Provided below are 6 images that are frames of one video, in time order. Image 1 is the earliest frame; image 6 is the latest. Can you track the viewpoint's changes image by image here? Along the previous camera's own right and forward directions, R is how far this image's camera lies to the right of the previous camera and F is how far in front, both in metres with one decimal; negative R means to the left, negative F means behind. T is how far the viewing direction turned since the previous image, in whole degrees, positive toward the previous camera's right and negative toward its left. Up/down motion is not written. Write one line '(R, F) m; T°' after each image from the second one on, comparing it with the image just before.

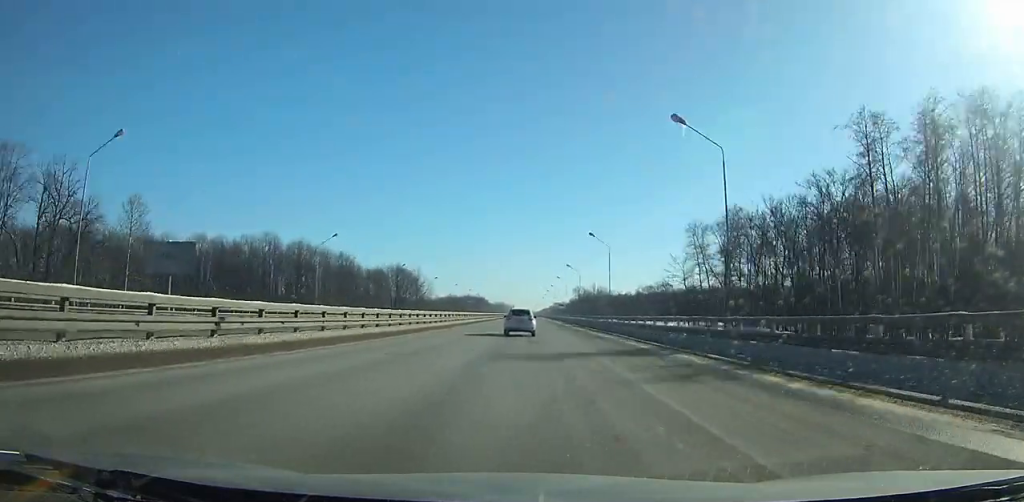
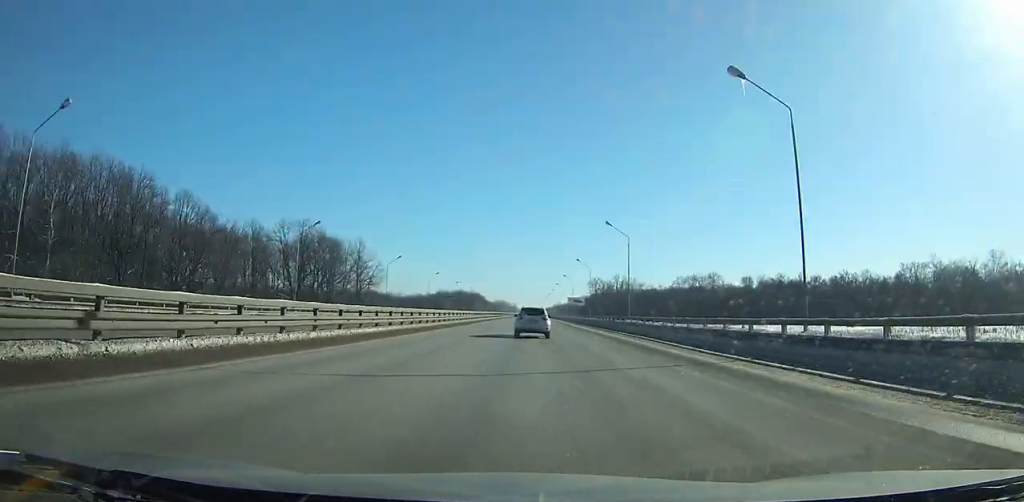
(-0.1, +85.3) m; 0°
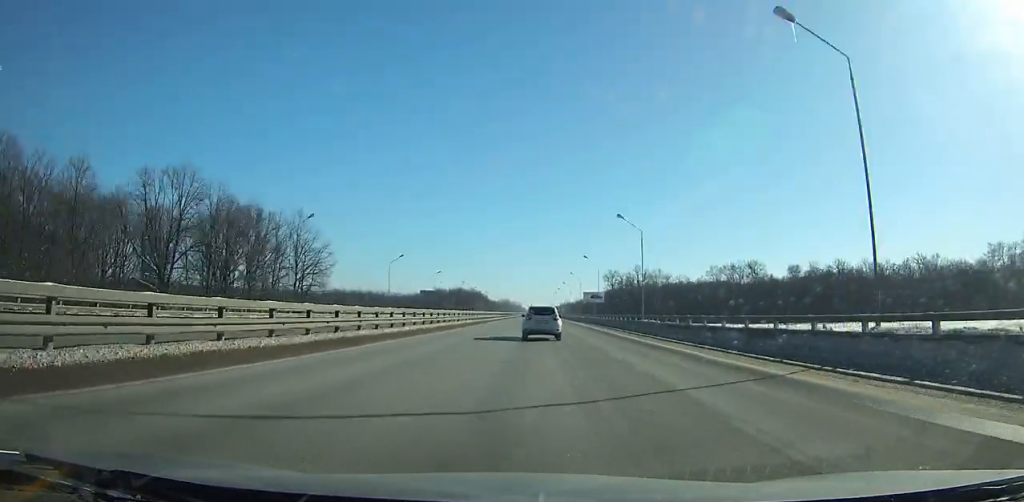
(-0.2, +43.9) m; 0°
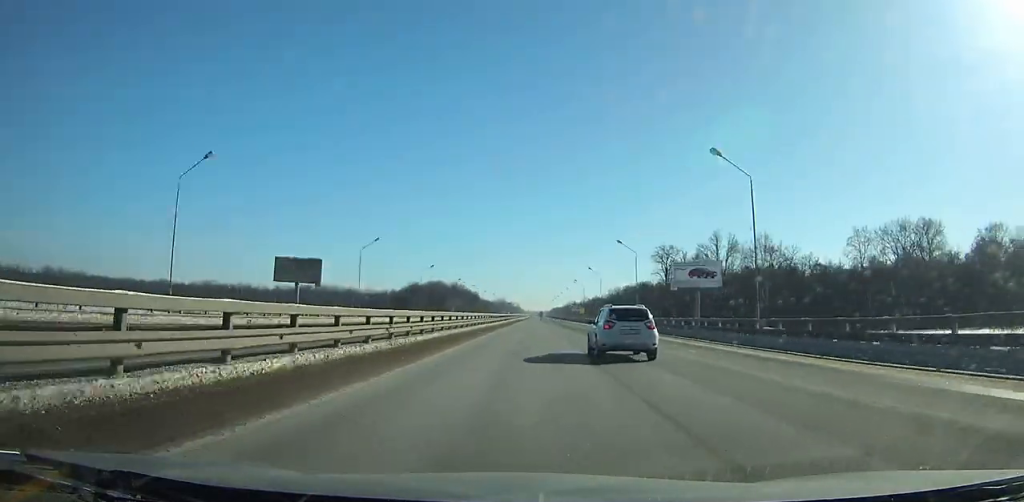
(-0.7, +103.2) m; 0°
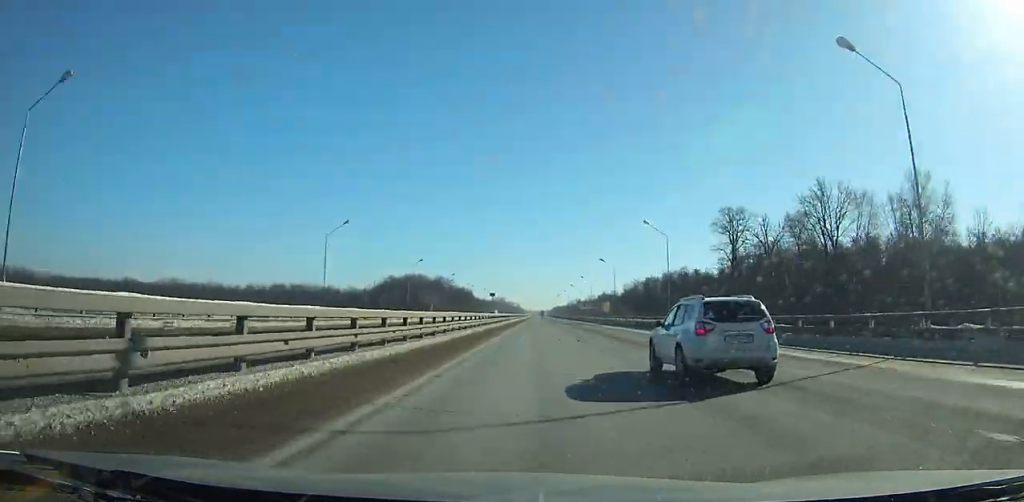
(+0.1, +54.5) m; 0°
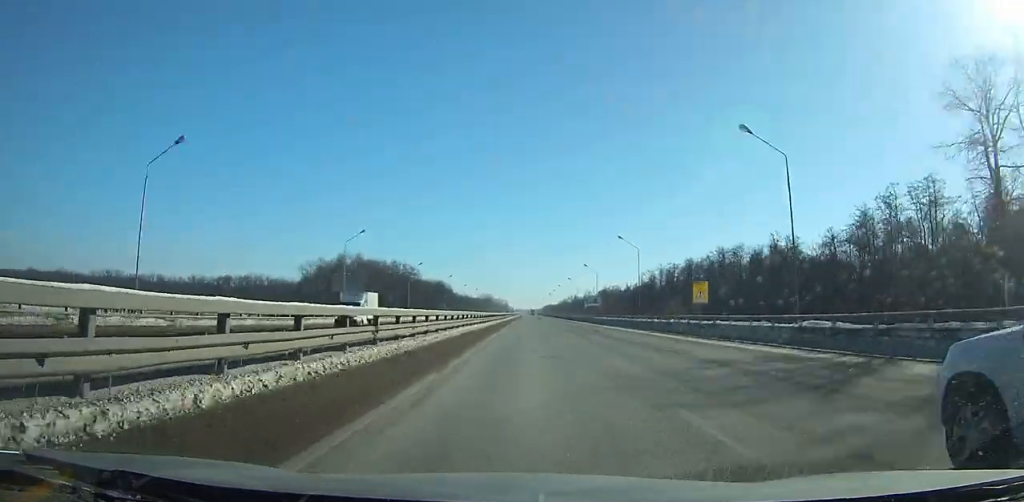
(+0.4, +69.2) m; +1°
